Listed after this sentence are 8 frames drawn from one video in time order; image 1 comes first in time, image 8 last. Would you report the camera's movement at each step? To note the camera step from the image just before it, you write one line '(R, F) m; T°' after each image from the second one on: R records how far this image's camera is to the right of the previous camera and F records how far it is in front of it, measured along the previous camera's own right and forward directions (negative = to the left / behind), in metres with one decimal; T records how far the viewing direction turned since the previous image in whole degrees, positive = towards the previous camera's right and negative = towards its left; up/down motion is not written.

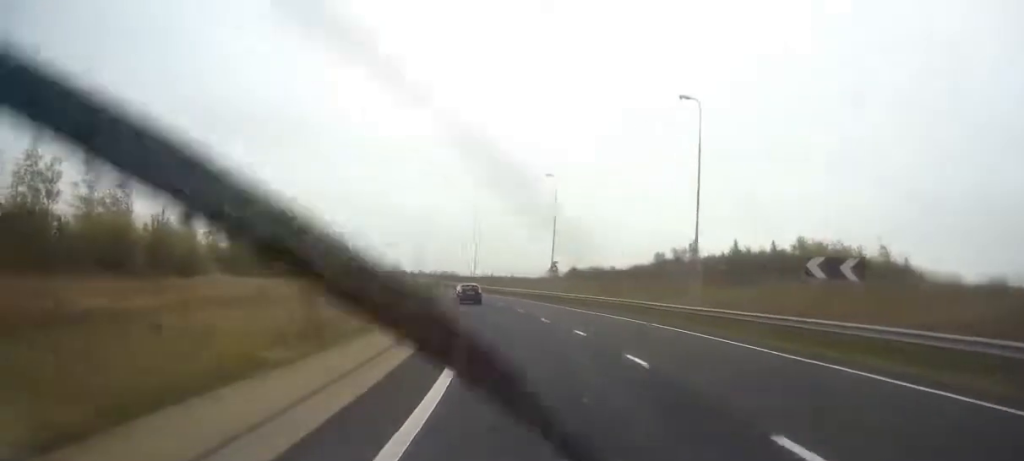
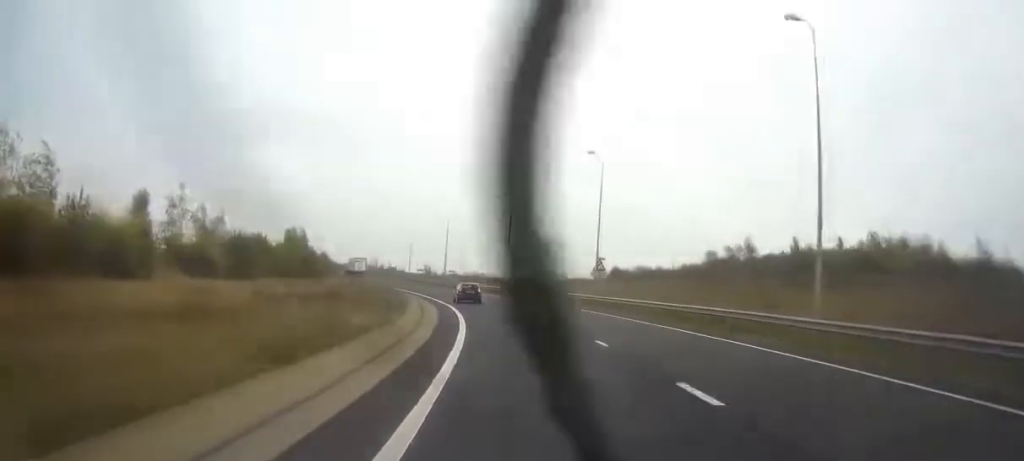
(-0.4, +13.2) m; -3°
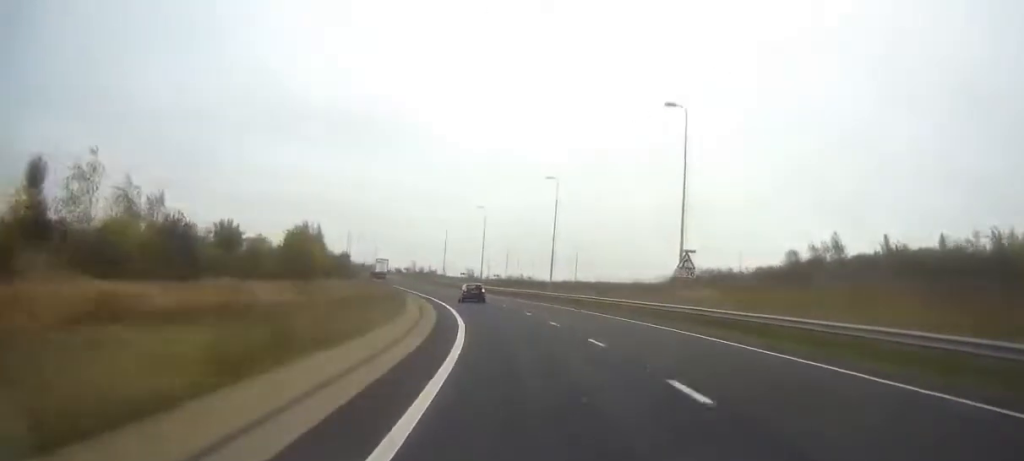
(-0.3, +17.1) m; -4°
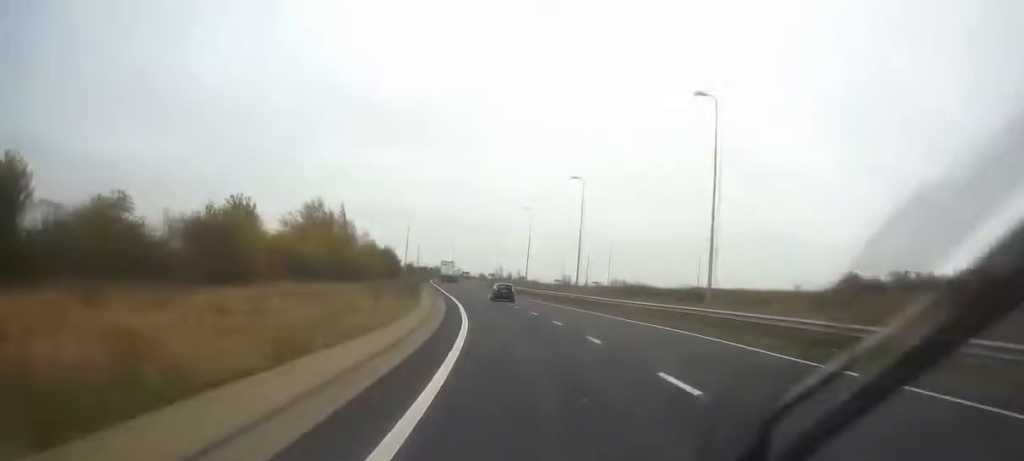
(-2.4, +34.2) m; -7°
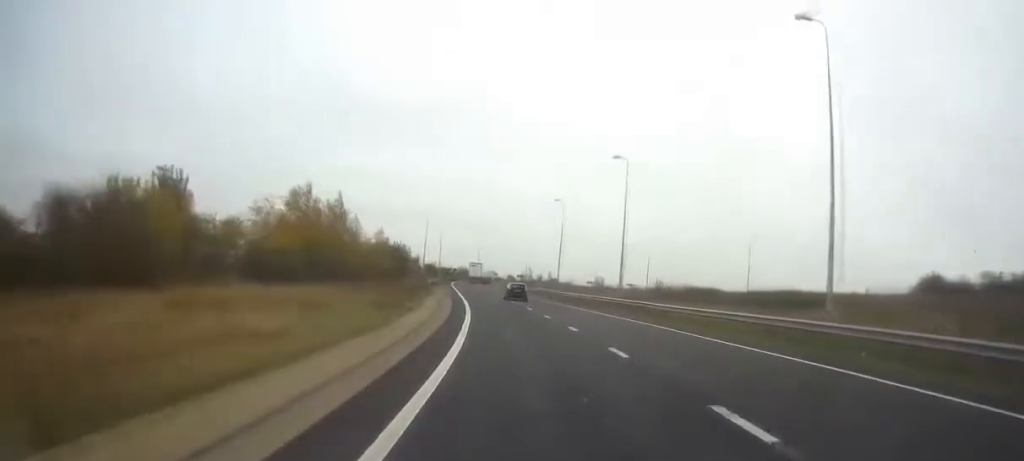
(-0.1, +12.5) m; -2°
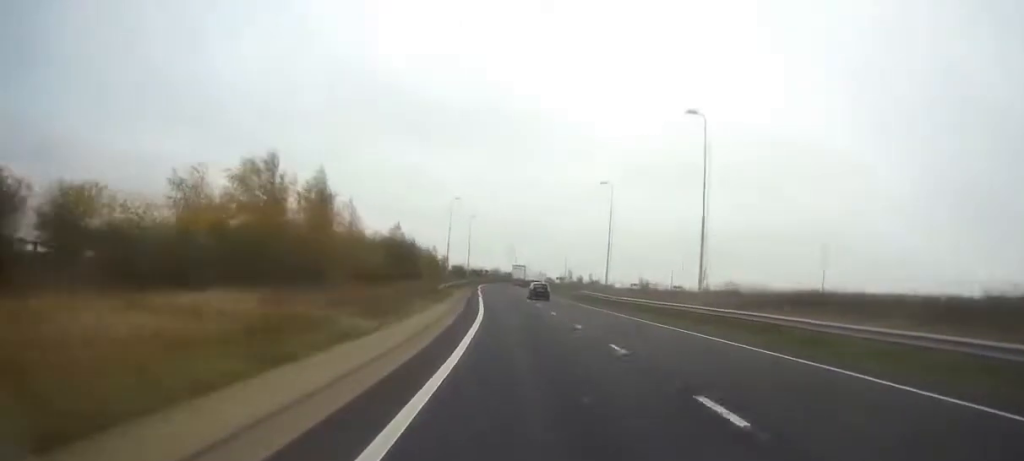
(-0.5, +16.4) m; -2°
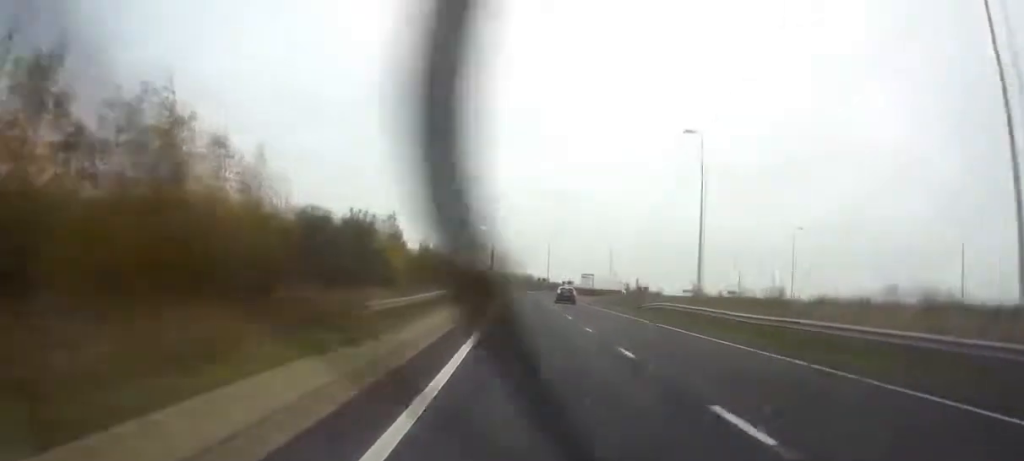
(-0.6, +27.1) m; -2°
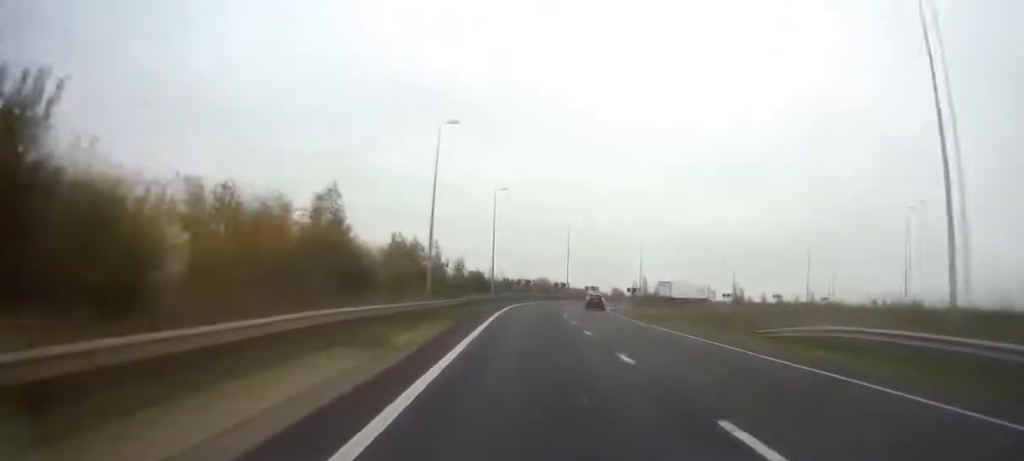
(-0.4, +27.9) m; 0°
